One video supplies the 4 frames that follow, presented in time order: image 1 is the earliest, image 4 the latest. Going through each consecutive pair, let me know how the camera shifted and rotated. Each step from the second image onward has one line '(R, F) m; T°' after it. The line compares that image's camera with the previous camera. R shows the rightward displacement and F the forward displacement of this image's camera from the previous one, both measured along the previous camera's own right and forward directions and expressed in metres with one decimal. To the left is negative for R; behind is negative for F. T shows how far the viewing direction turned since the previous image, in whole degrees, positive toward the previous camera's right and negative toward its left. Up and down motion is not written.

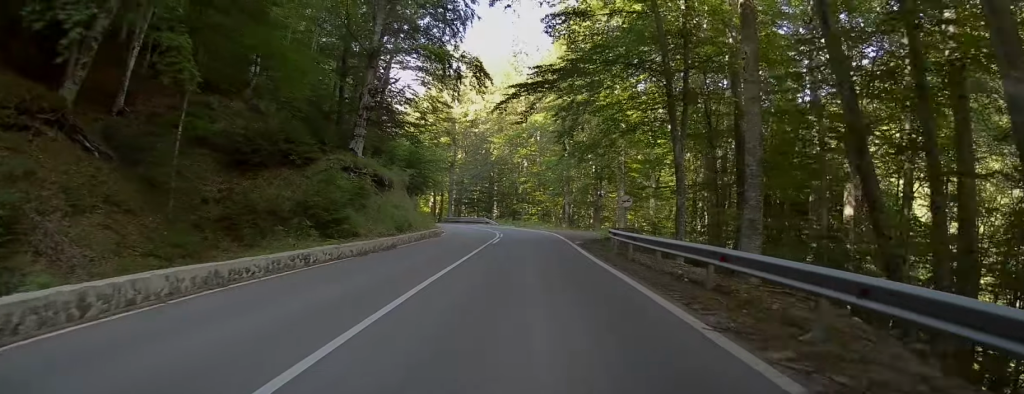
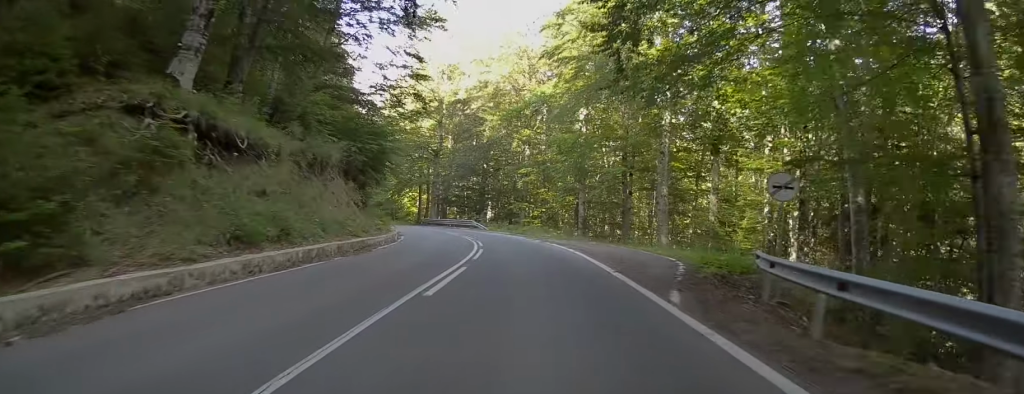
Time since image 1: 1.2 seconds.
(0.0, +19.5) m; 0°
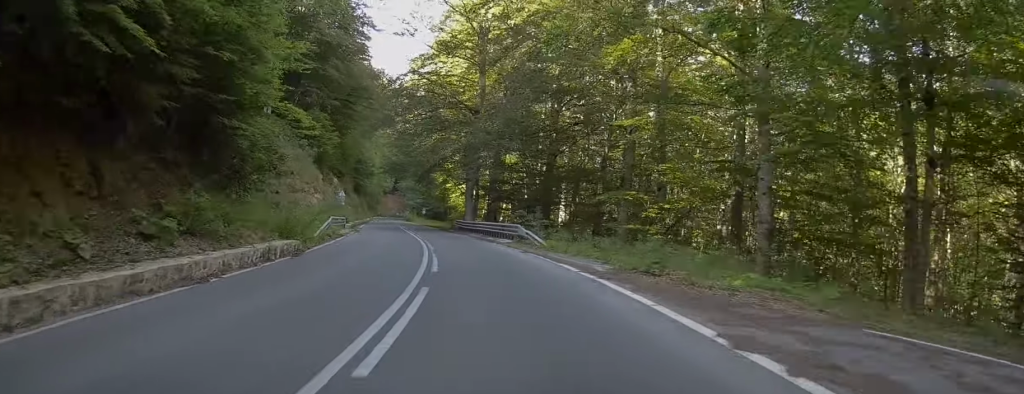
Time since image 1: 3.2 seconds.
(-1.3, +31.3) m; -7°
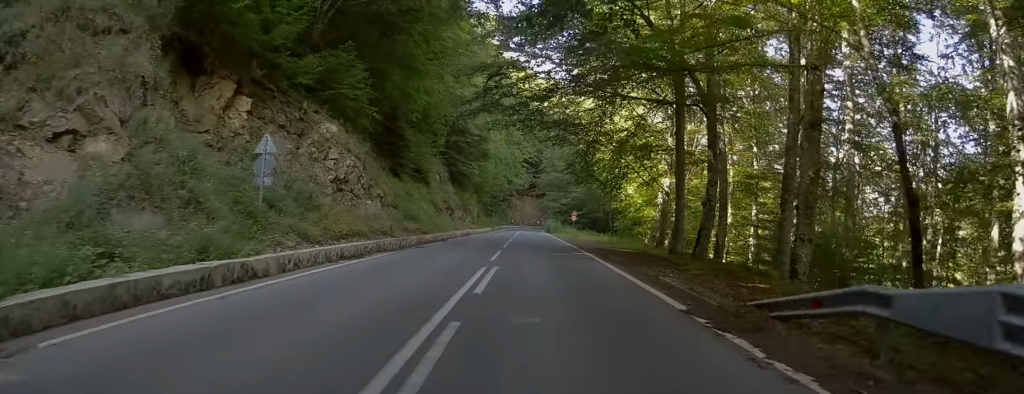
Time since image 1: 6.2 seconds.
(-4.0, +47.7) m; -8°
